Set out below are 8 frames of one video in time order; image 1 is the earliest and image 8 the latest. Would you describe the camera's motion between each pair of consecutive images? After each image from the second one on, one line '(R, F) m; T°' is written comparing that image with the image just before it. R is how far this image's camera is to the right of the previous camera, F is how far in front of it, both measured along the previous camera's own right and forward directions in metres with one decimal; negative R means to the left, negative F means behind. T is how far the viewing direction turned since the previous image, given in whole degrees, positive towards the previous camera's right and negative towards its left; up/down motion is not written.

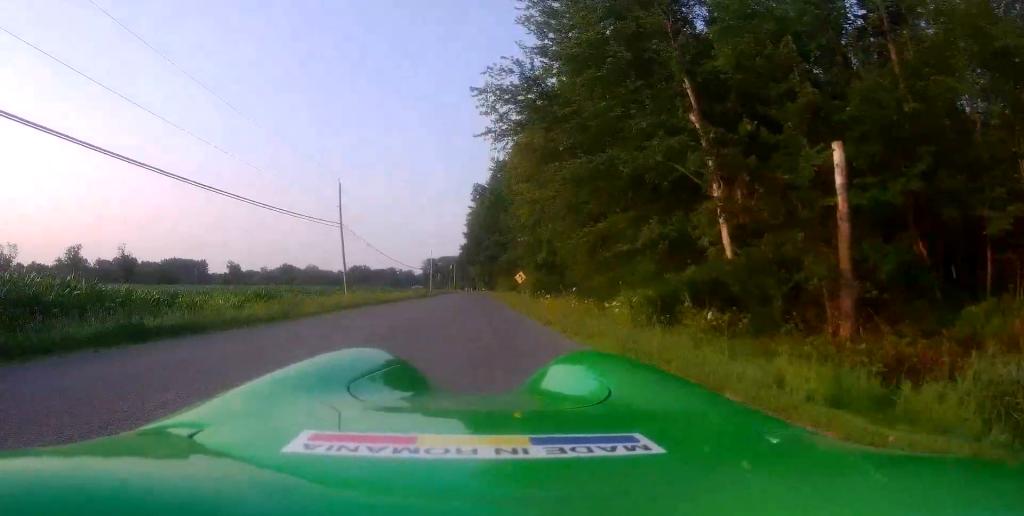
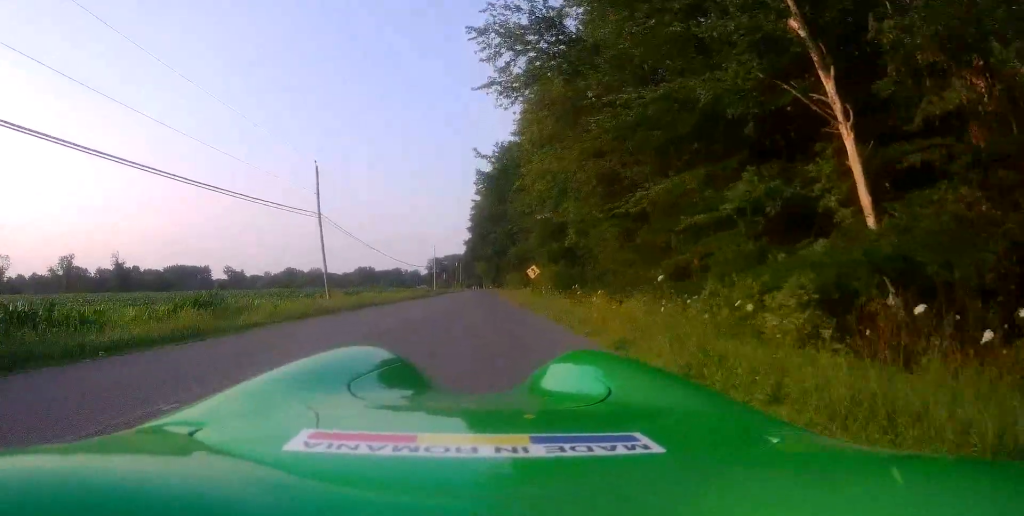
(0.0, +6.6) m; +1°
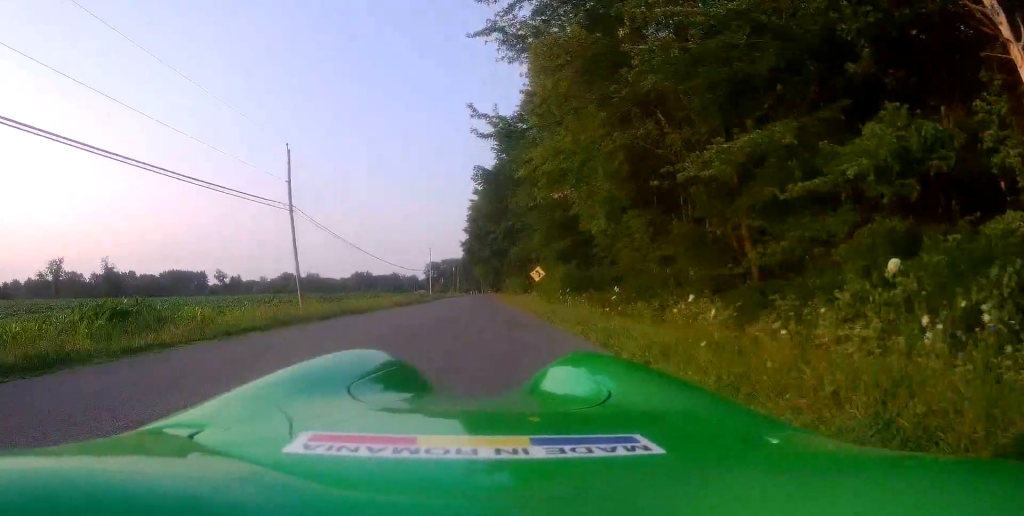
(+0.1, +4.8) m; 0°
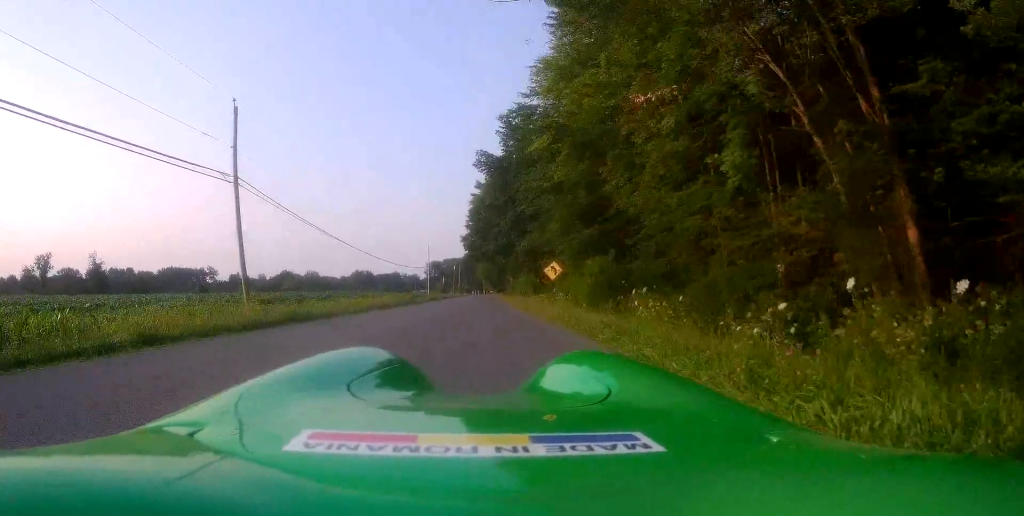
(+0.1, +7.5) m; 0°
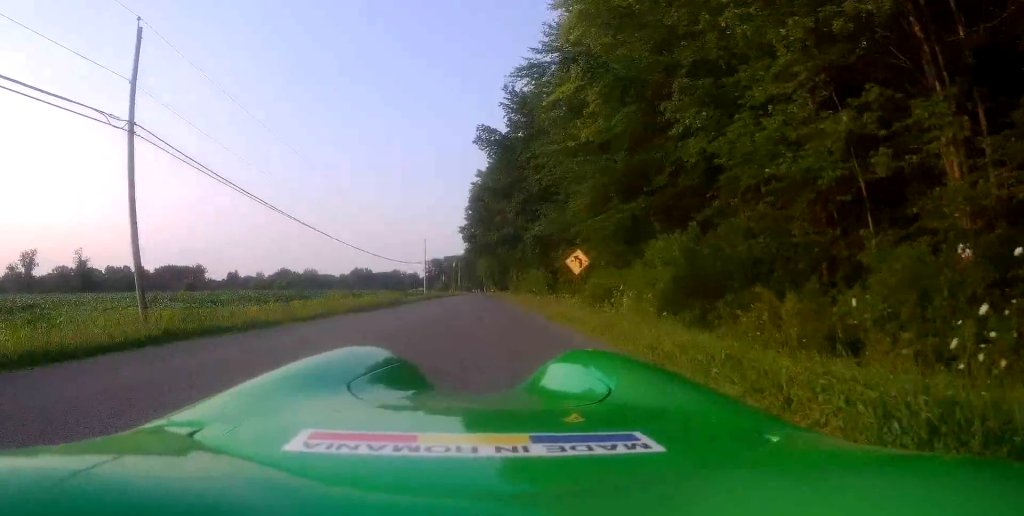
(-0.2, +7.9) m; -2°
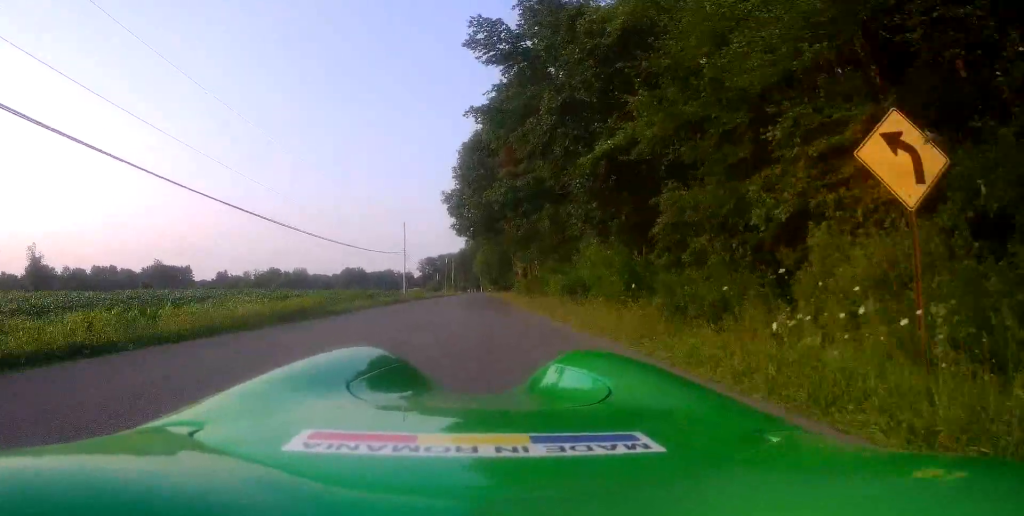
(-0.2, +19.2) m; -1°
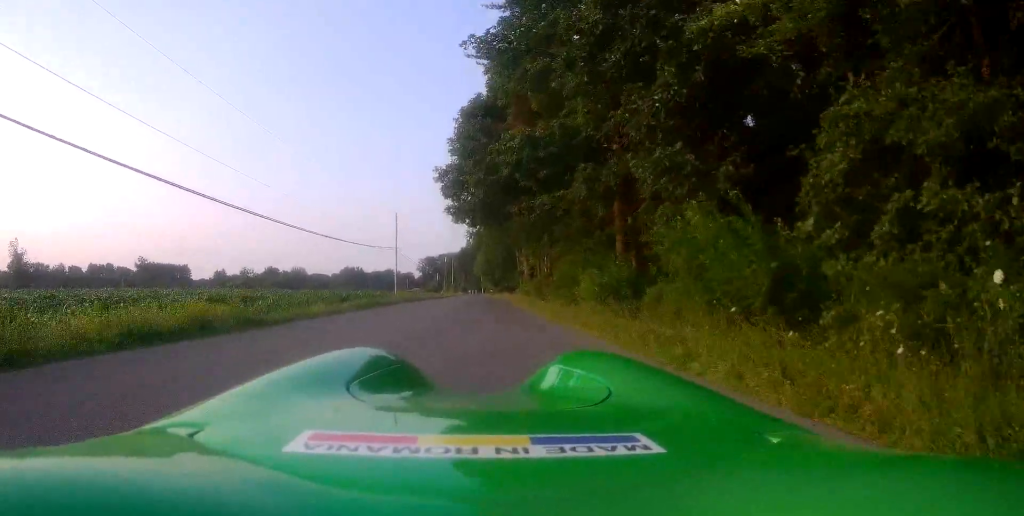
(0.0, +7.6) m; +3°
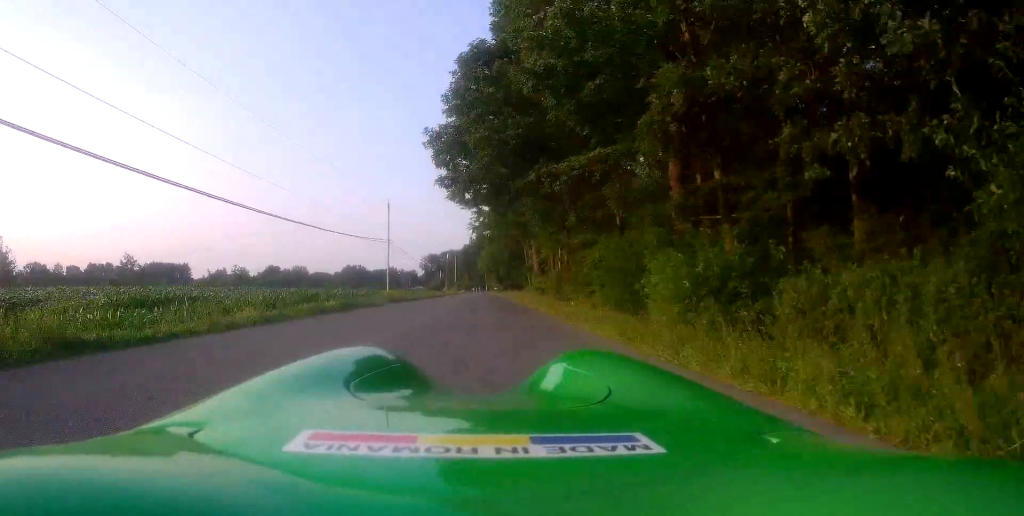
(+0.1, +7.1) m; +2°
